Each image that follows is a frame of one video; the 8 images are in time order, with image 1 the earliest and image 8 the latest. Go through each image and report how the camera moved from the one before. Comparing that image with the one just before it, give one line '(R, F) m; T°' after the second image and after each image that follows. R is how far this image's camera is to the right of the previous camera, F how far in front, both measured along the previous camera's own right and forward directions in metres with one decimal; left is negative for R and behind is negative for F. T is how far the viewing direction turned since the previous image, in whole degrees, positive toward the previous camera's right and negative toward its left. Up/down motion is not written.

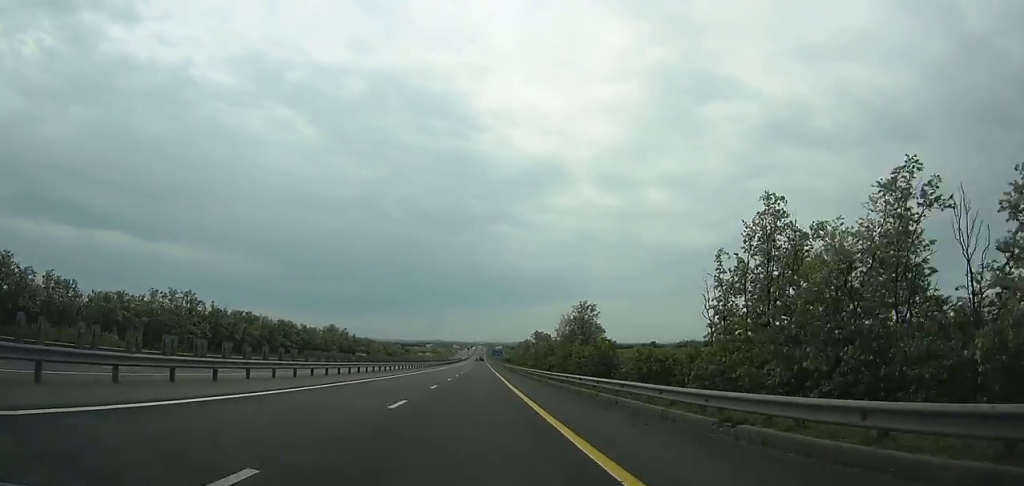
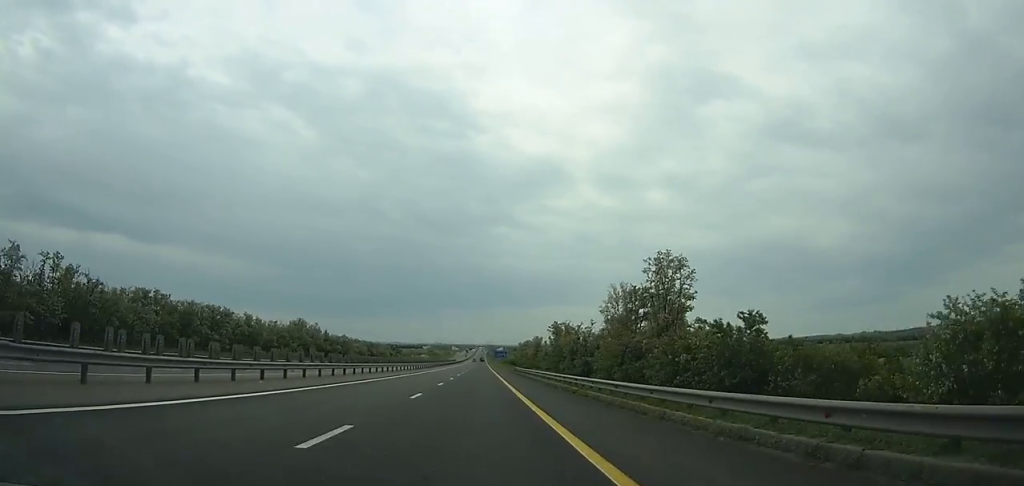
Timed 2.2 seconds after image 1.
(+0.1, +55.3) m; 0°
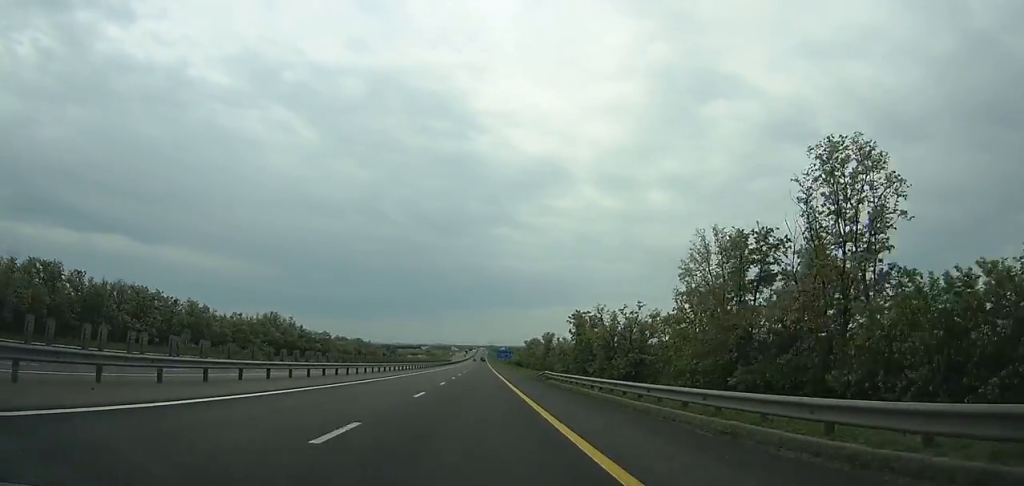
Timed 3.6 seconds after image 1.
(0.0, +35.4) m; 0°
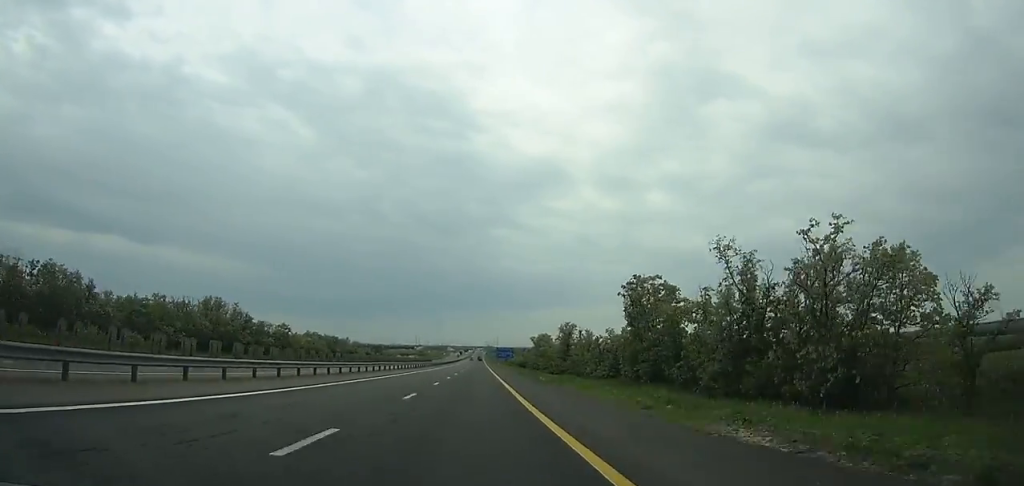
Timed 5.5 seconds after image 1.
(0.0, +48.2) m; 0°
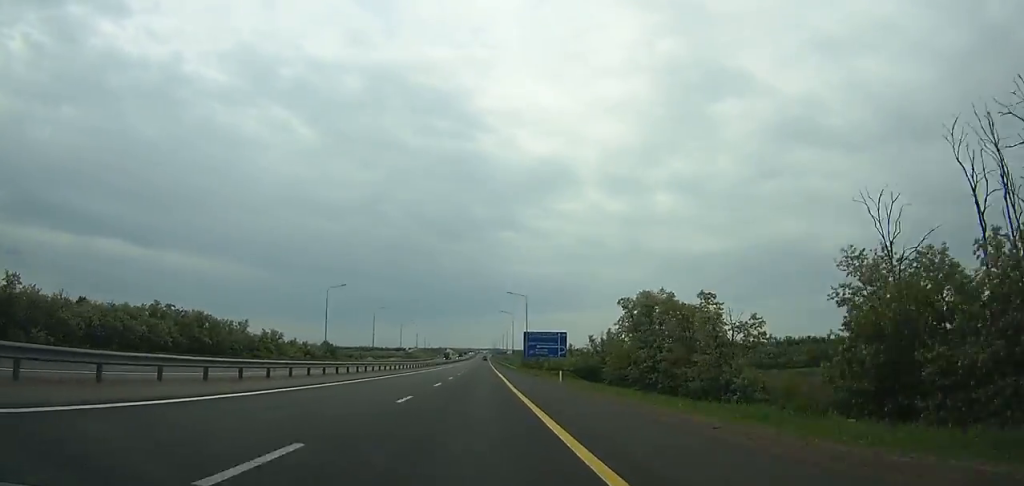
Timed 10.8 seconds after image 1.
(-0.4, +134.7) m; 0°
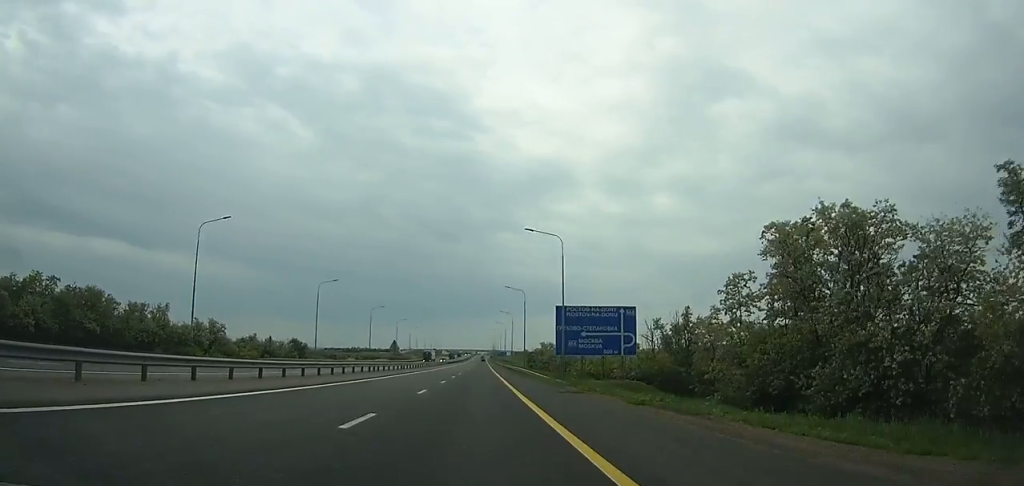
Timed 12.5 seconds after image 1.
(-0.1, +43.1) m; 0°
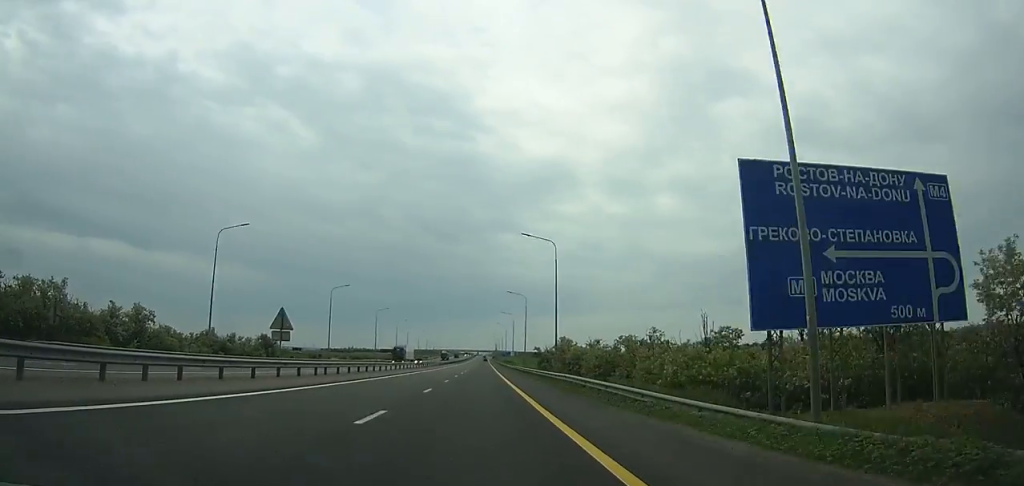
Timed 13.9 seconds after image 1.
(+0.1, +35.4) m; 0°
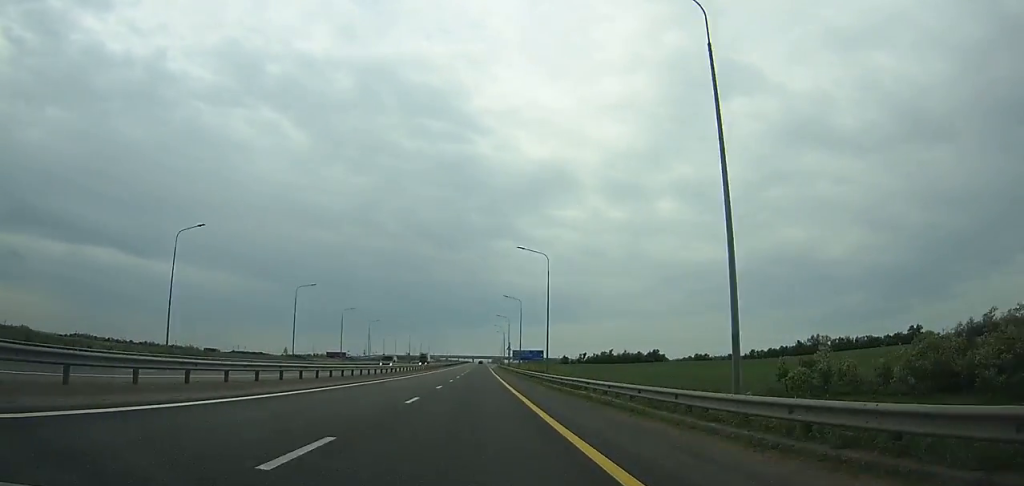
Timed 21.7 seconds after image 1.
(-0.2, +196.0) m; 0°
